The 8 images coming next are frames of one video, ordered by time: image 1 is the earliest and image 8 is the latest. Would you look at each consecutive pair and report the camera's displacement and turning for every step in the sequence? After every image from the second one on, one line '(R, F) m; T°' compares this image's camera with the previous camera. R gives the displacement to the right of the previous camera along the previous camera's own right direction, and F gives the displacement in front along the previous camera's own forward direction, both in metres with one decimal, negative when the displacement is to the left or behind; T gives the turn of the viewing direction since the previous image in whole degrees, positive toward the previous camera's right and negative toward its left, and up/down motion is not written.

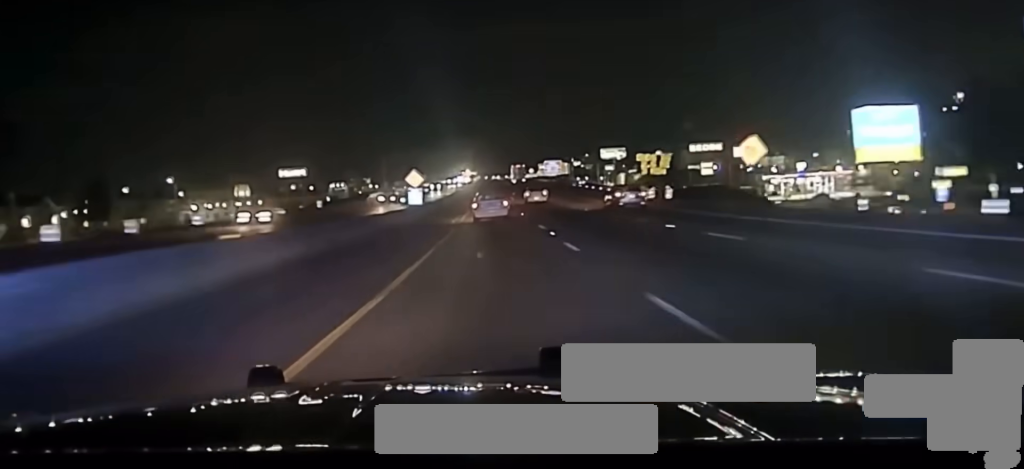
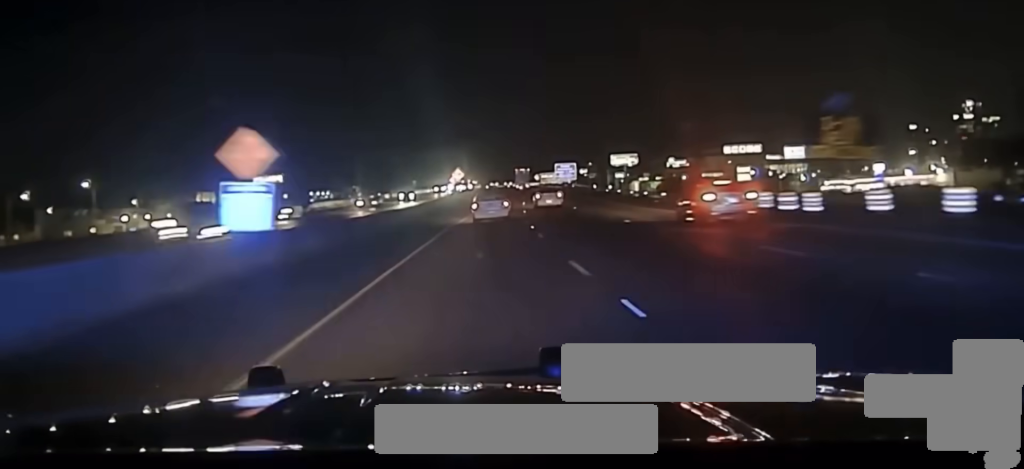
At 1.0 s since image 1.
(+0.4, +44.1) m; 0°
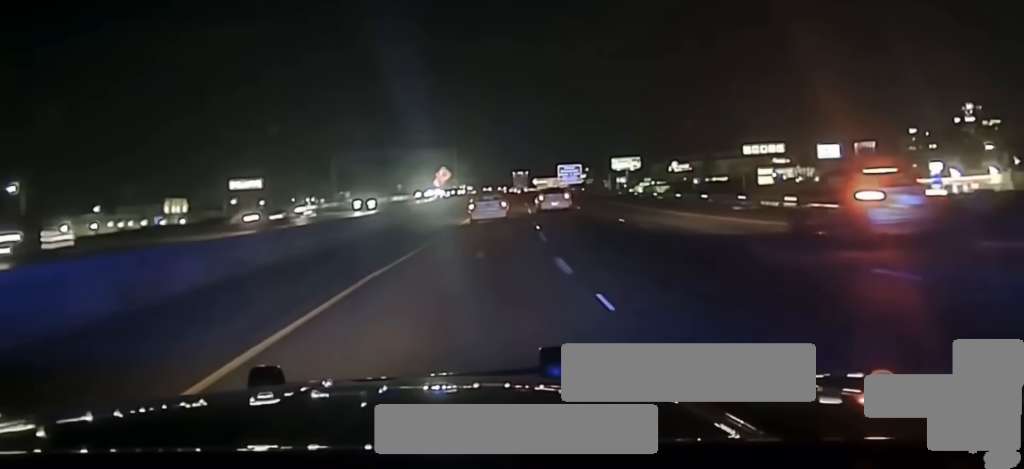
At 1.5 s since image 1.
(-0.2, +25.4) m; 0°
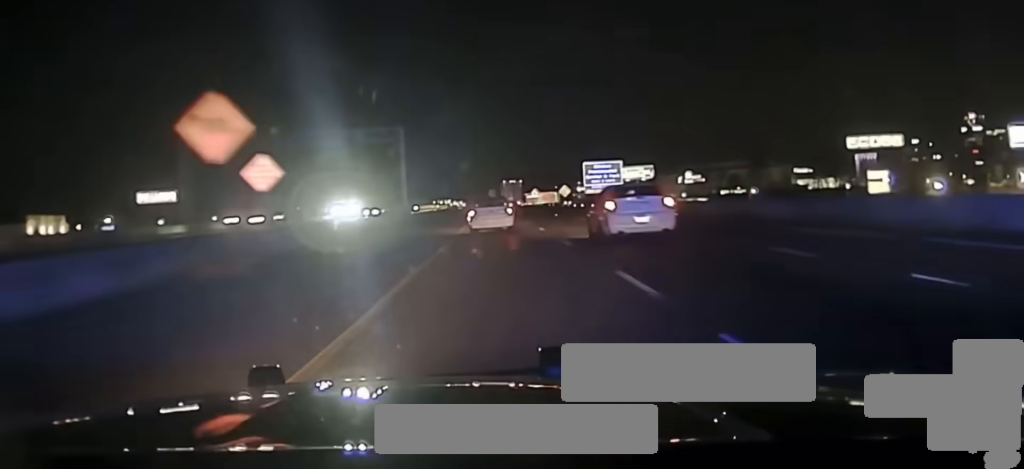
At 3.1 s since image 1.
(+0.2, +77.6) m; 0°
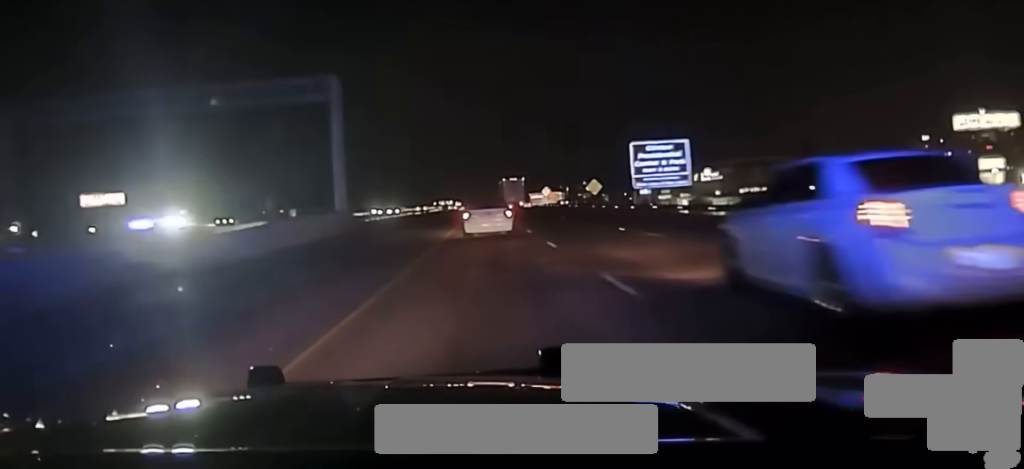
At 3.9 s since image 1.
(0.0, +32.3) m; 0°
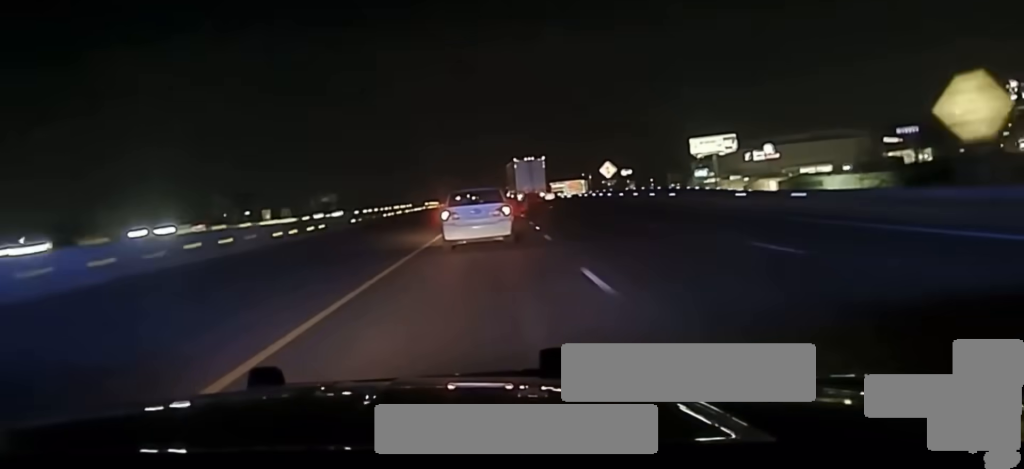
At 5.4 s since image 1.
(-0.3, +69.8) m; -1°
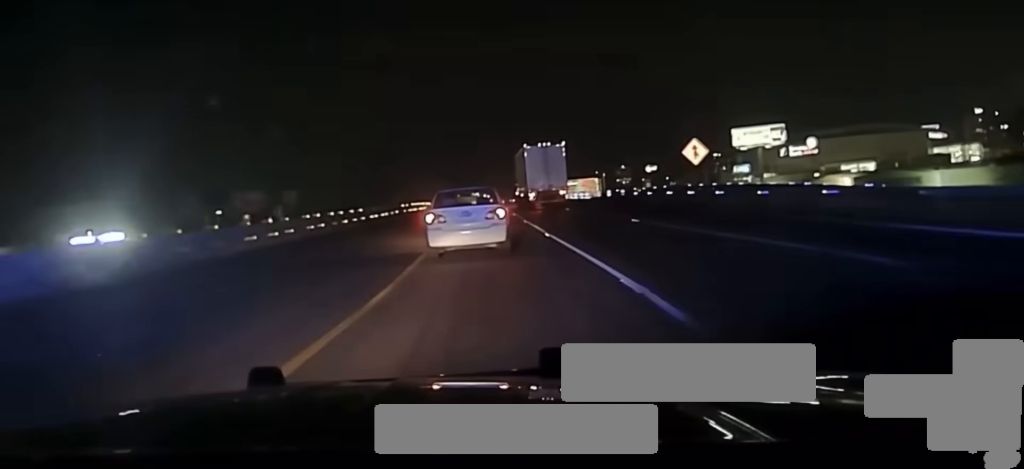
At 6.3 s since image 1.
(-0.1, +38.8) m; -1°
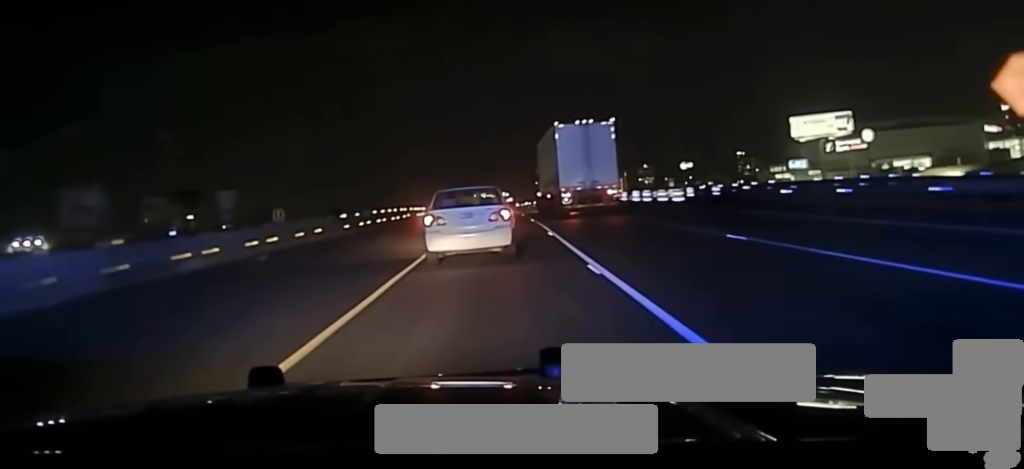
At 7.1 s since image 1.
(-0.3, +37.0) m; -1°
